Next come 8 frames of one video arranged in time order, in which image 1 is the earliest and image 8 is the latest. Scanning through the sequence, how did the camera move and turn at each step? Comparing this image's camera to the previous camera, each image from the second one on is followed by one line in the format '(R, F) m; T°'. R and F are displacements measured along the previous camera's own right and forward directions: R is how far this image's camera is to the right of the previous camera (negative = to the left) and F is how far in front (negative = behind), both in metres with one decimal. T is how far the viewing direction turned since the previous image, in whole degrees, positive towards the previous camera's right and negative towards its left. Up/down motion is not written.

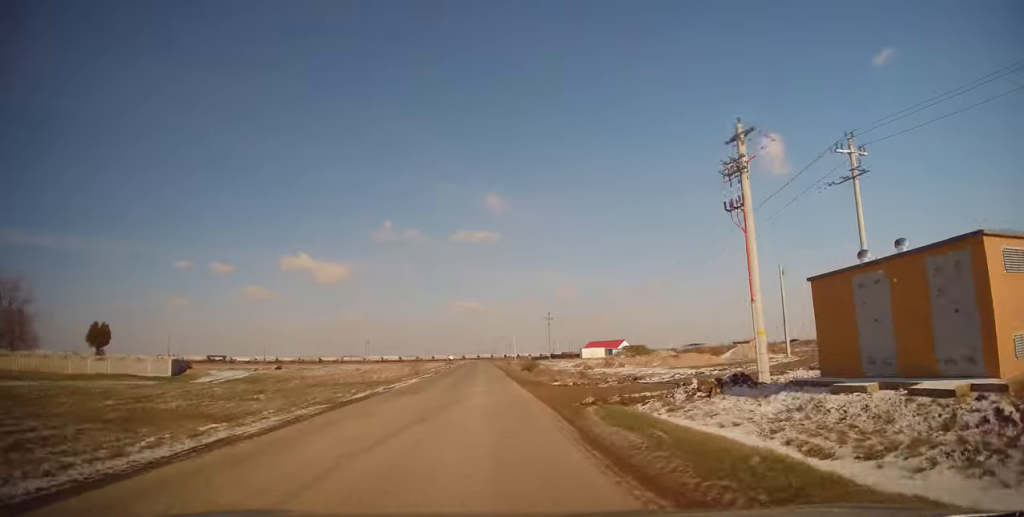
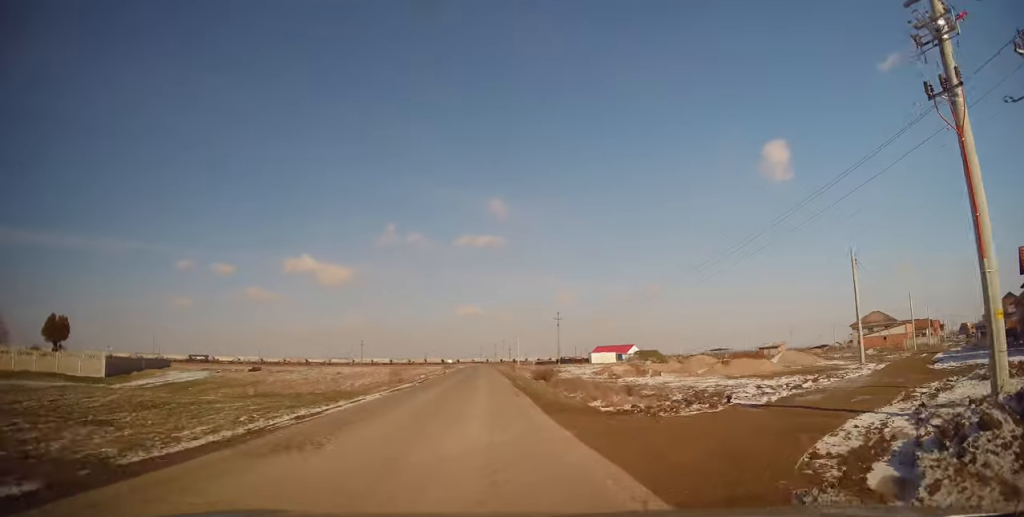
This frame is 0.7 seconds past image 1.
(+0.2, +10.6) m; 0°
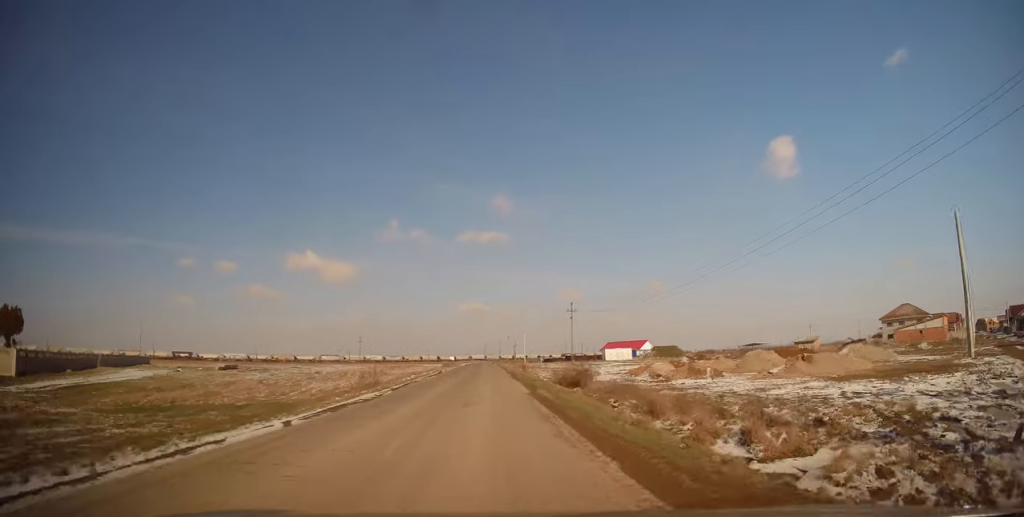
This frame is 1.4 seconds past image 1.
(-0.2, +10.6) m; -1°
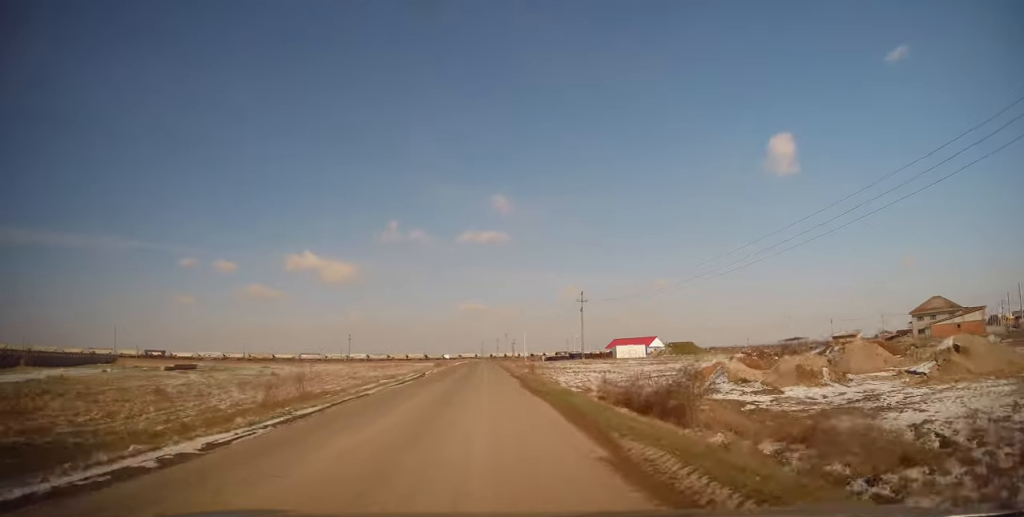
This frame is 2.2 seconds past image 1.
(-0.1, +12.2) m; 0°
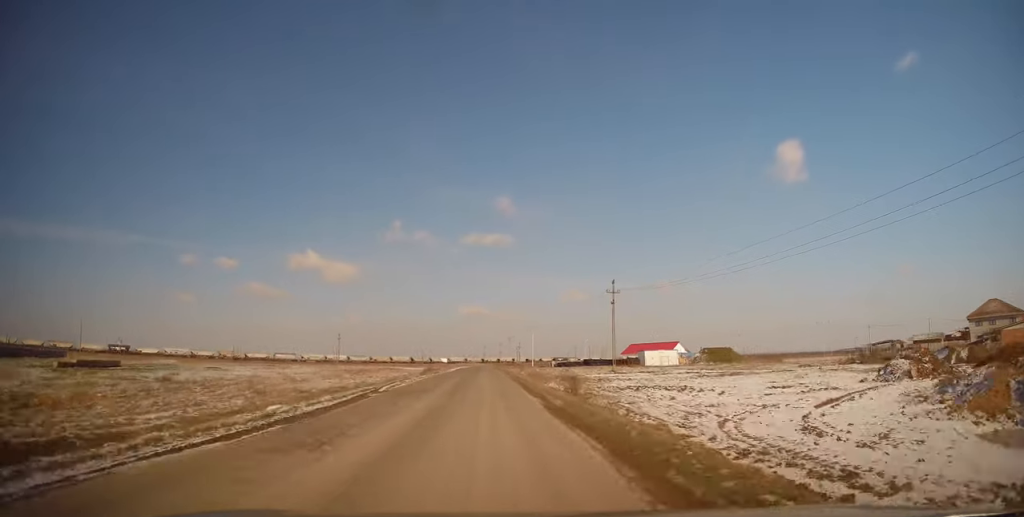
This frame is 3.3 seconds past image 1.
(+0.2, +17.5) m; 0°
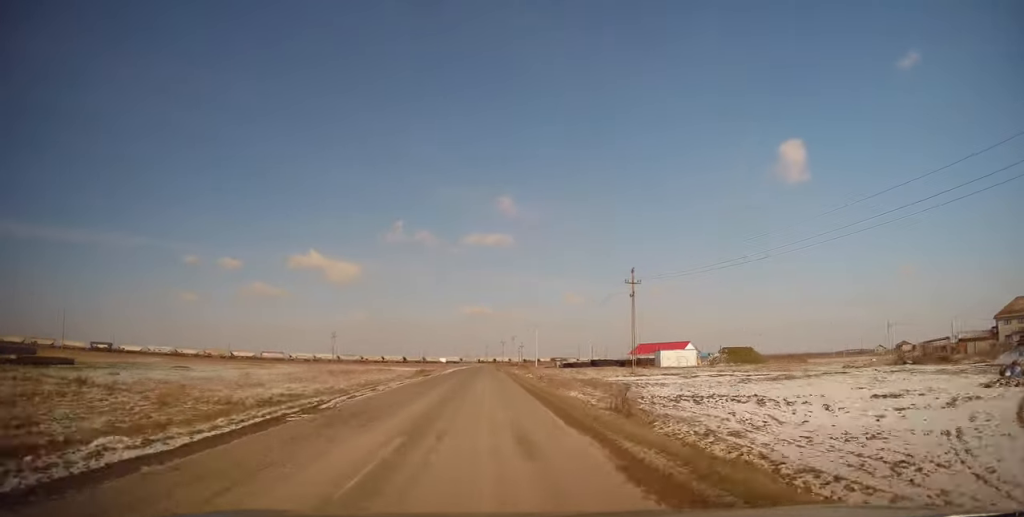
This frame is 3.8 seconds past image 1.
(0.0, +7.8) m; -1°
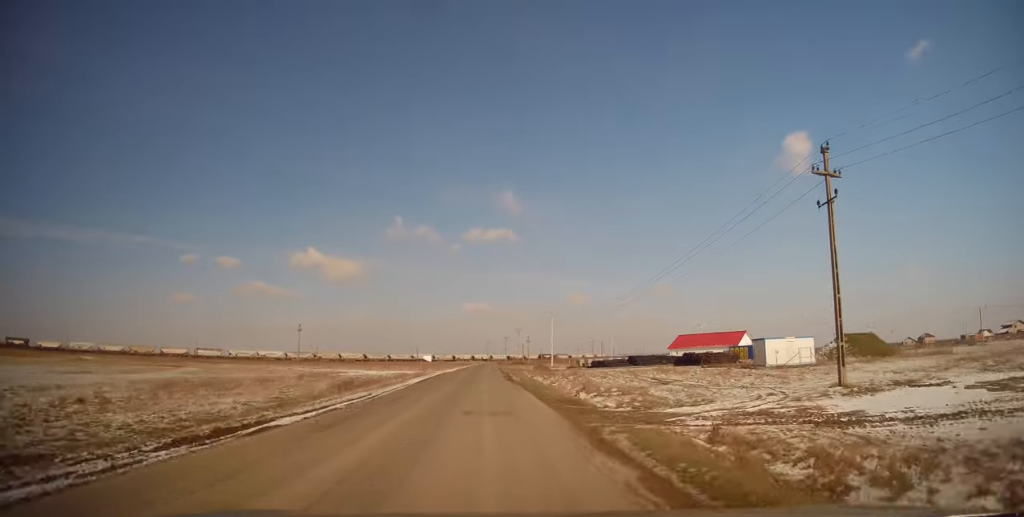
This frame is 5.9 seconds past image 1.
(-0.5, +32.8) m; 0°
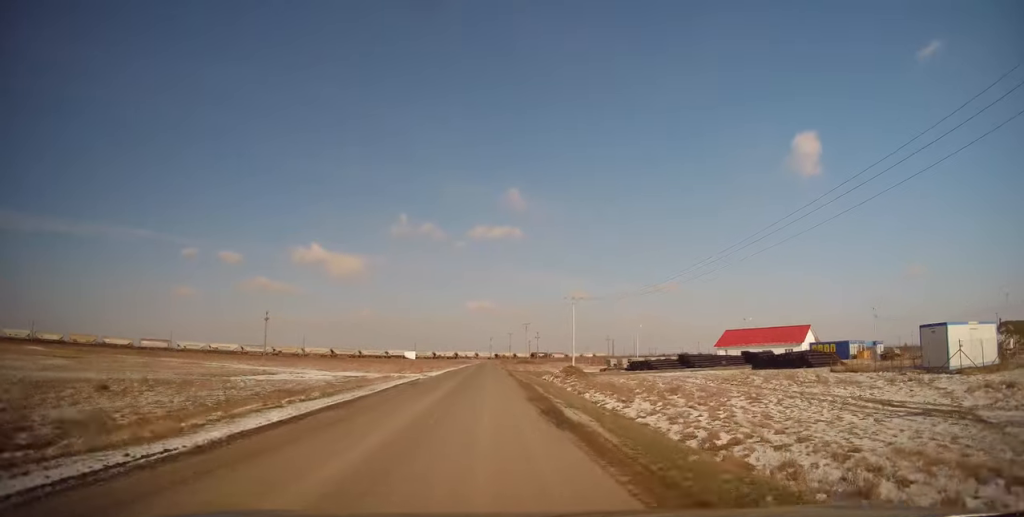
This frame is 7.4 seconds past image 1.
(-0.2, +23.6) m; -1°
